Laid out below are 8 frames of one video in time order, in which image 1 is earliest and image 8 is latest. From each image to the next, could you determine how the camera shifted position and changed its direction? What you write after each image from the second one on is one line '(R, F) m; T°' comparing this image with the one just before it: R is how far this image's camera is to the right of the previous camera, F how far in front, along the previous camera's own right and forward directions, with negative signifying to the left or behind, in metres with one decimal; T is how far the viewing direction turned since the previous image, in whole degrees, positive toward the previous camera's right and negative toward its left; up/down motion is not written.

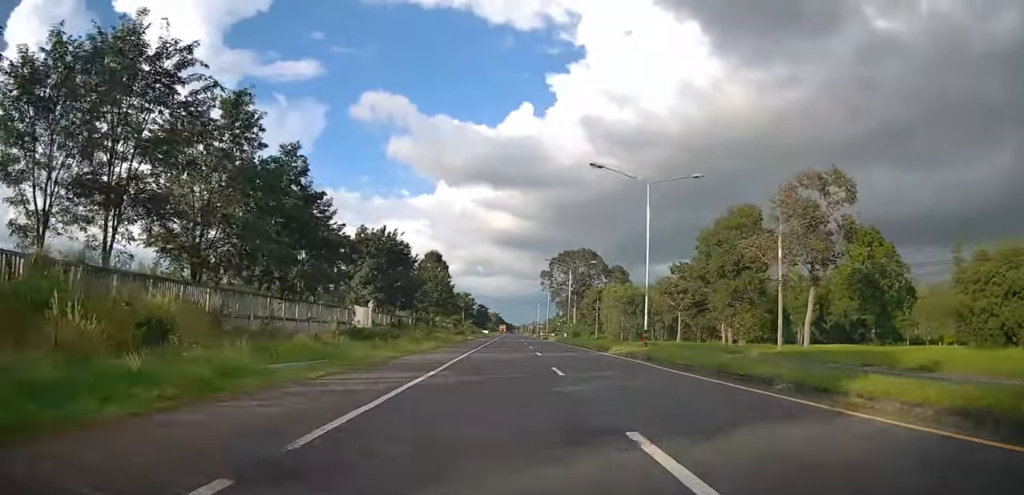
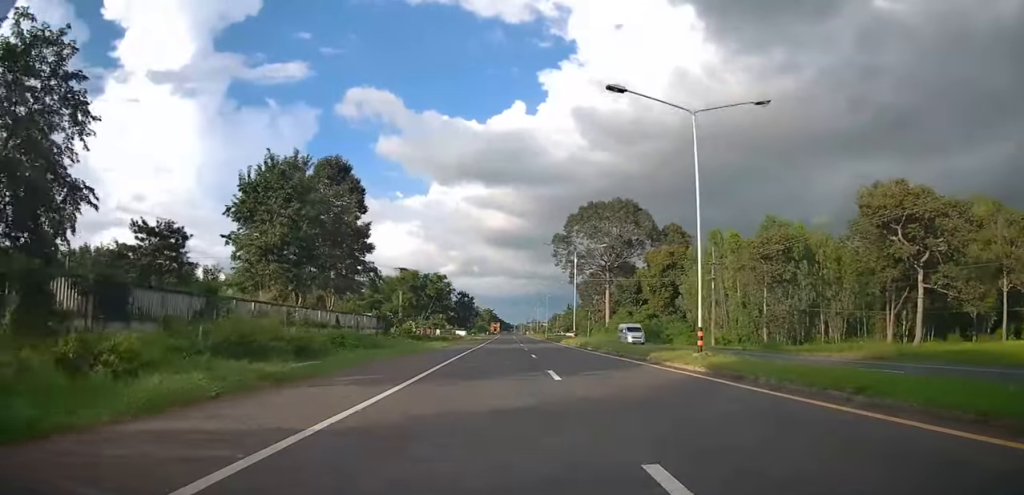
(-0.7, +85.3) m; 0°
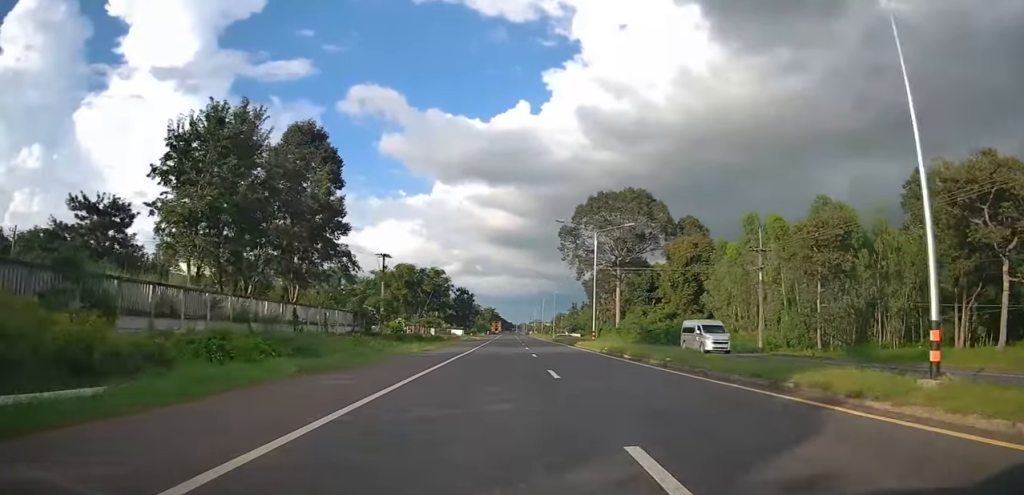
(+0.1, +11.3) m; 0°
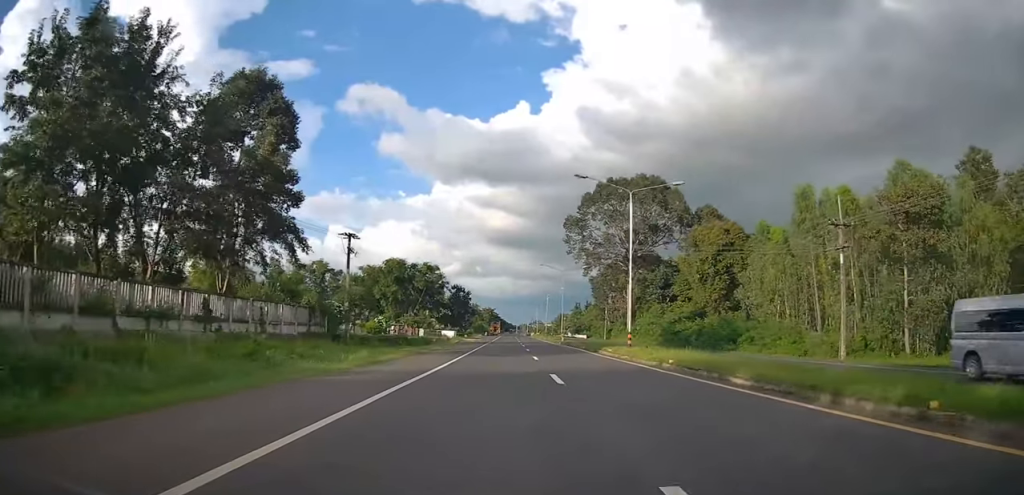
(+0.3, +13.6) m; +1°
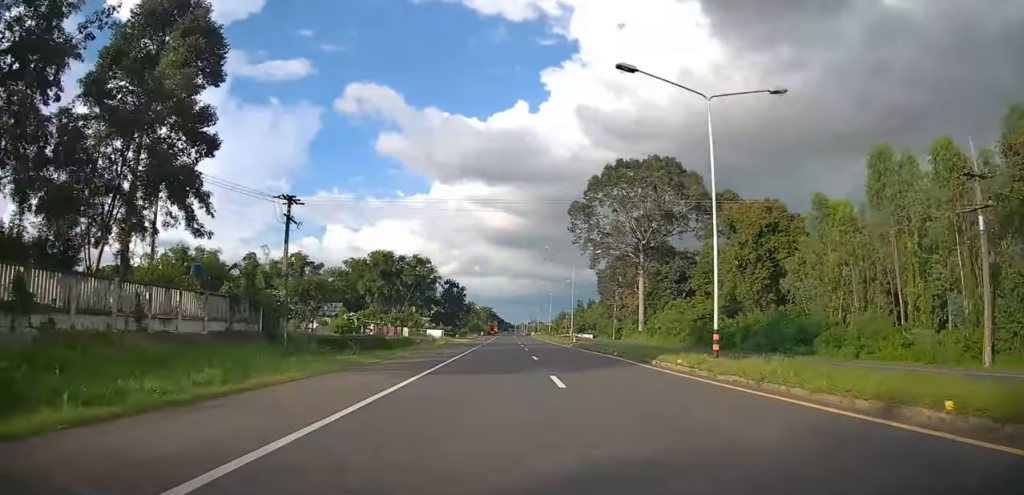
(+0.1, +13.1) m; 0°
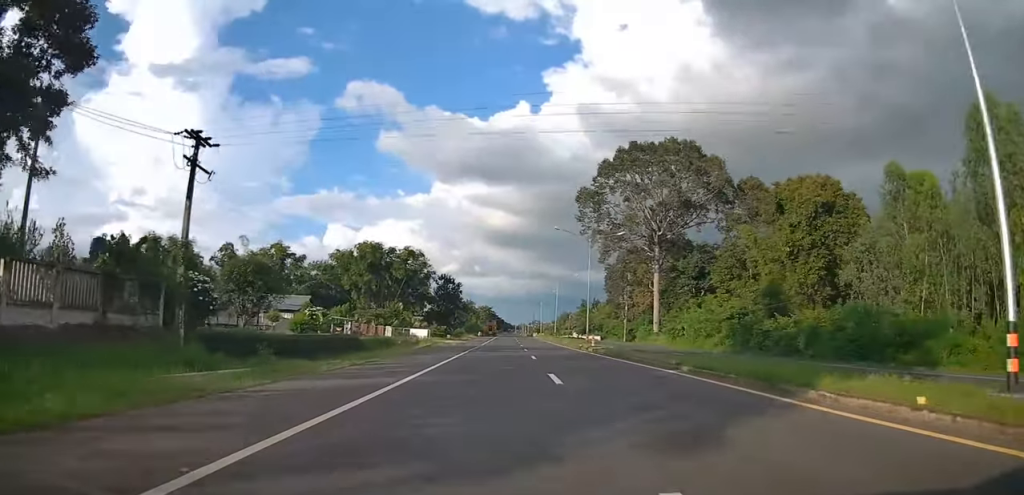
(+0.1, +11.4) m; -1°
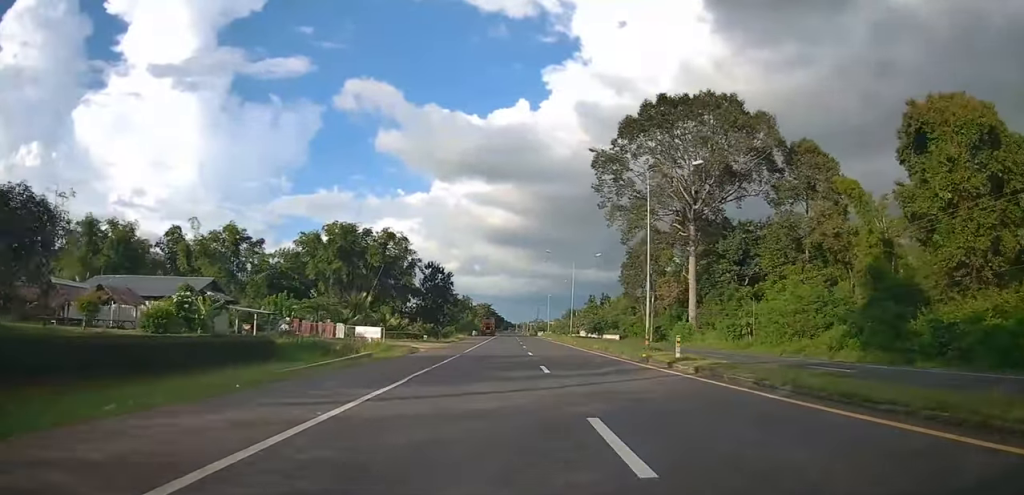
(-0.4, +20.2) m; -1°
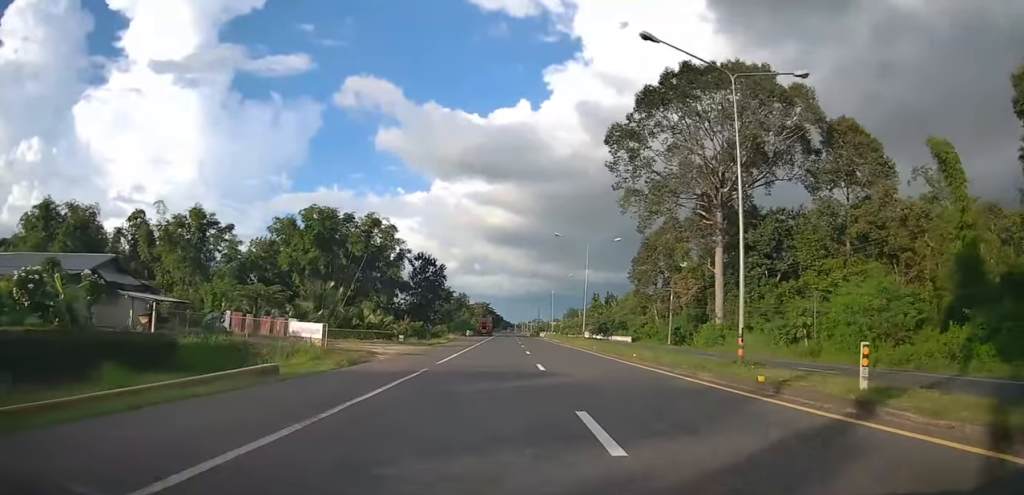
(-0.3, +11.0) m; 0°
